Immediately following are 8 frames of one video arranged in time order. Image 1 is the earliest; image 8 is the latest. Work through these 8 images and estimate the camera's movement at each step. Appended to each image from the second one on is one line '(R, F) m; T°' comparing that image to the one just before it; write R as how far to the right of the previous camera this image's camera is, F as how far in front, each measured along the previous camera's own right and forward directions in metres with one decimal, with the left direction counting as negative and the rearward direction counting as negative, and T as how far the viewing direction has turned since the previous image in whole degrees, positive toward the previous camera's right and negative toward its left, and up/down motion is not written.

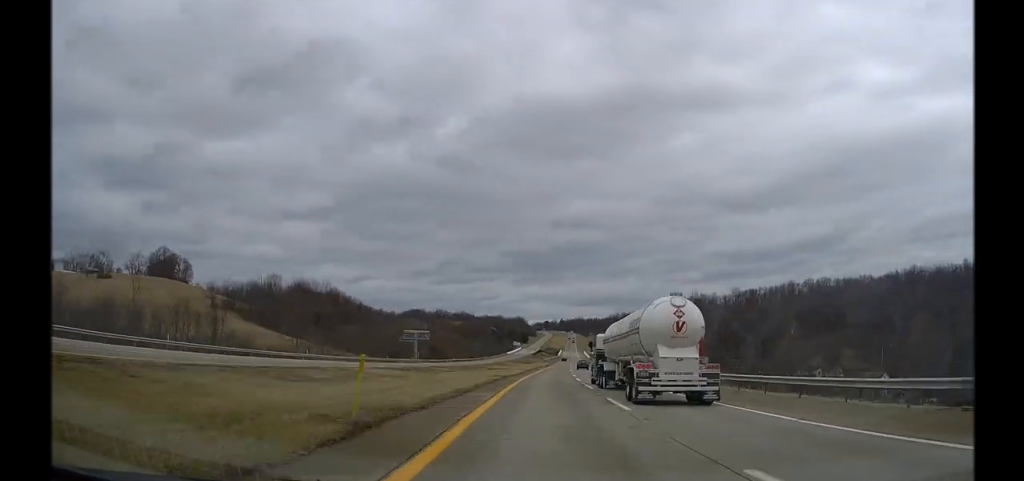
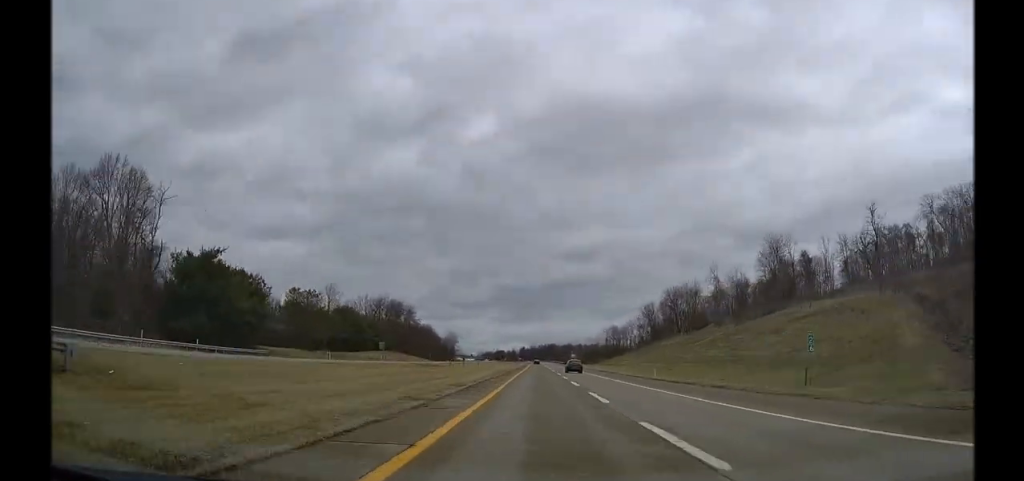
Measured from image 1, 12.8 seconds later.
(+22.0, +417.3) m; +2°
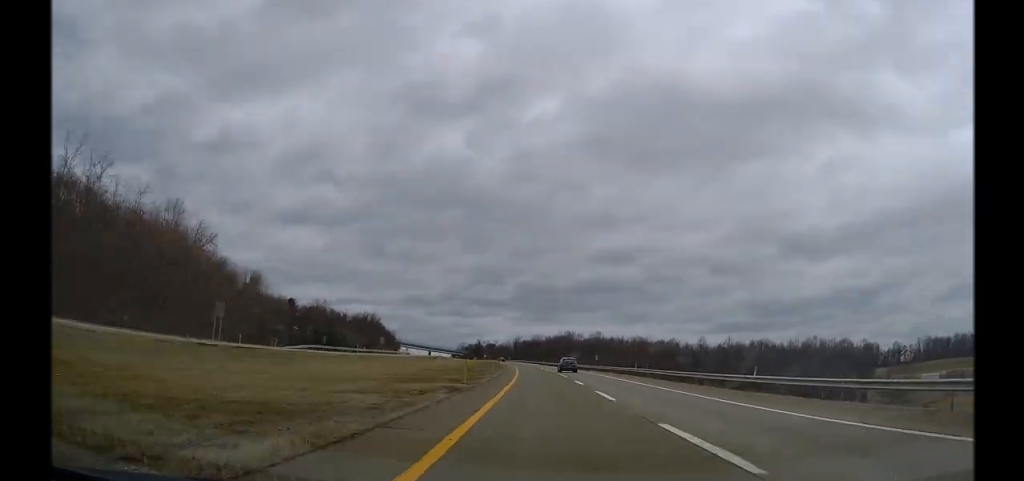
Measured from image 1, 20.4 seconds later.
(-3.1, +253.4) m; -5°
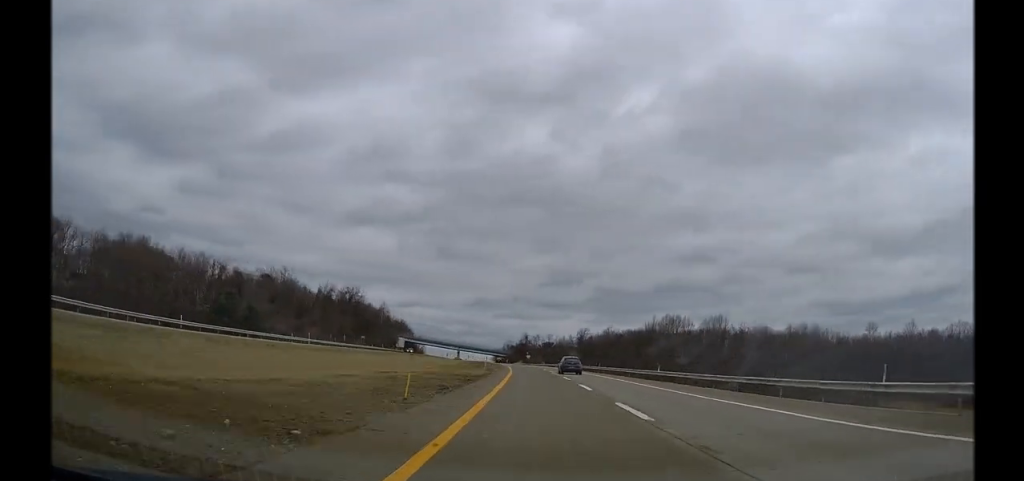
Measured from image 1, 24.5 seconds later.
(-9.3, +147.0) m; -3°
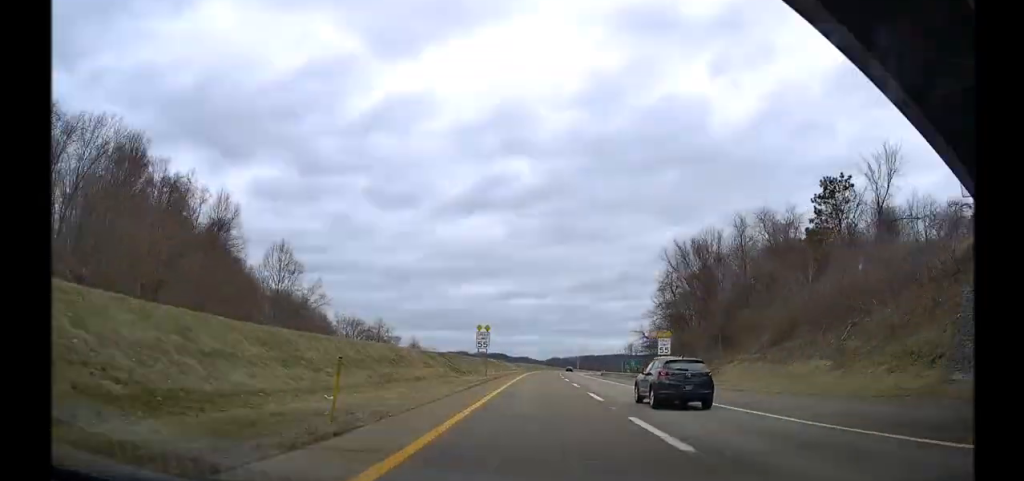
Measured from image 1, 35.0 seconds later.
(-18.4, +350.3) m; +4°
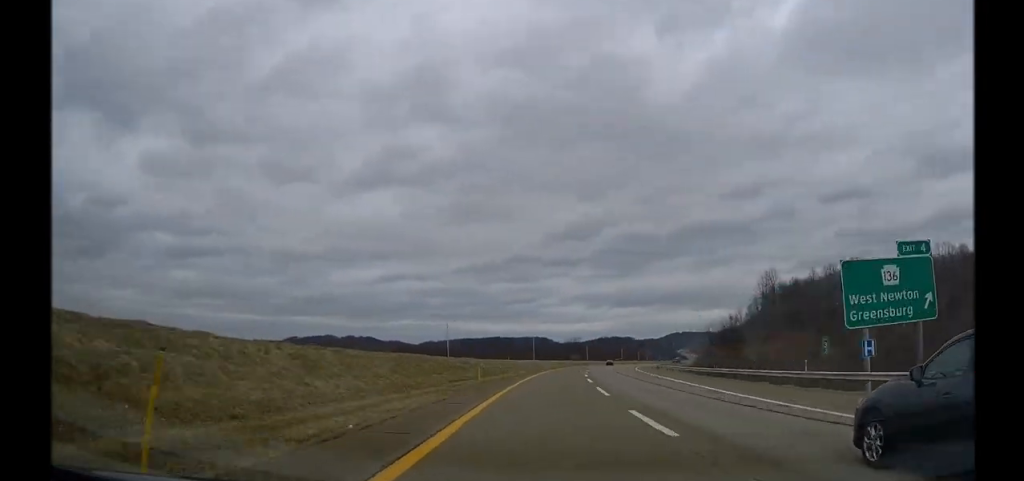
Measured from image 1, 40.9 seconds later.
(+21.3, +202.2) m; +10°
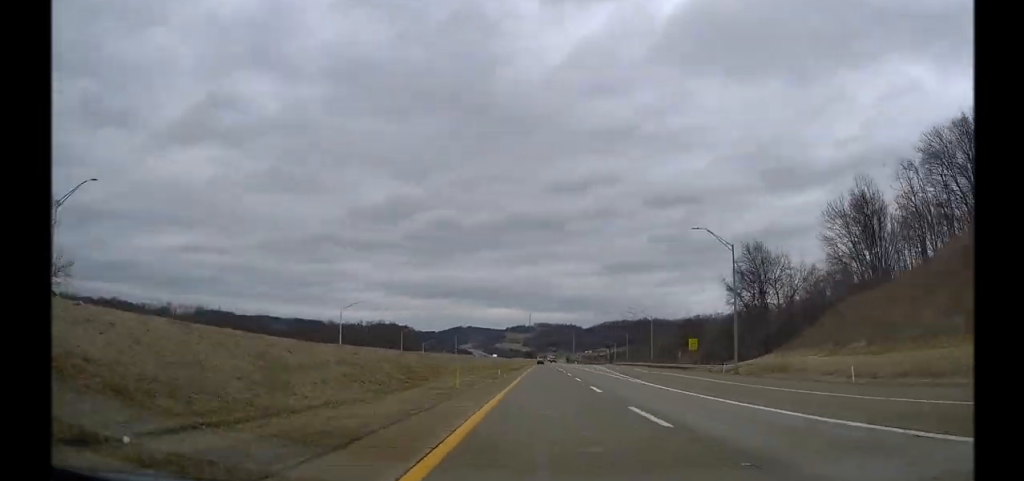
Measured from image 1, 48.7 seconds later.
(+35.6, +270.2) m; +10°
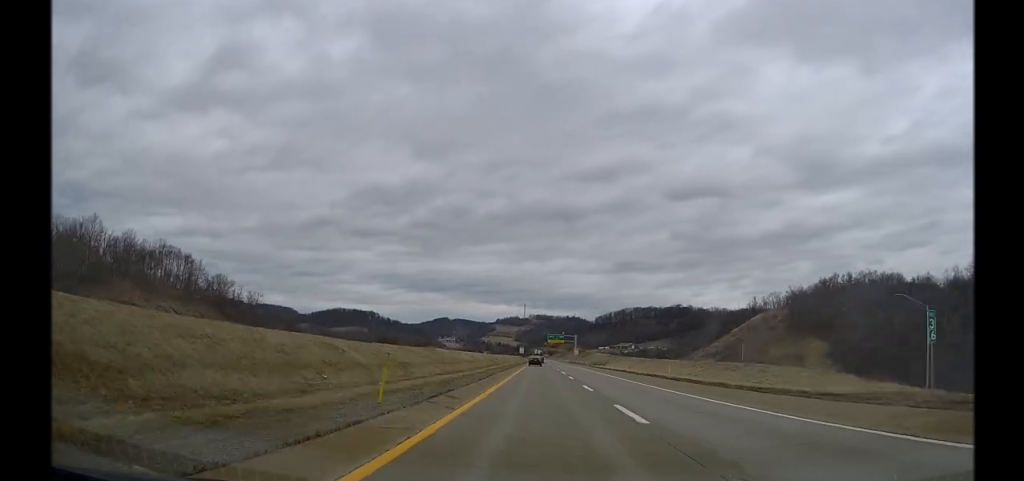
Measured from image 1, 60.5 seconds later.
(+17.8, +355.5) m; +3°
